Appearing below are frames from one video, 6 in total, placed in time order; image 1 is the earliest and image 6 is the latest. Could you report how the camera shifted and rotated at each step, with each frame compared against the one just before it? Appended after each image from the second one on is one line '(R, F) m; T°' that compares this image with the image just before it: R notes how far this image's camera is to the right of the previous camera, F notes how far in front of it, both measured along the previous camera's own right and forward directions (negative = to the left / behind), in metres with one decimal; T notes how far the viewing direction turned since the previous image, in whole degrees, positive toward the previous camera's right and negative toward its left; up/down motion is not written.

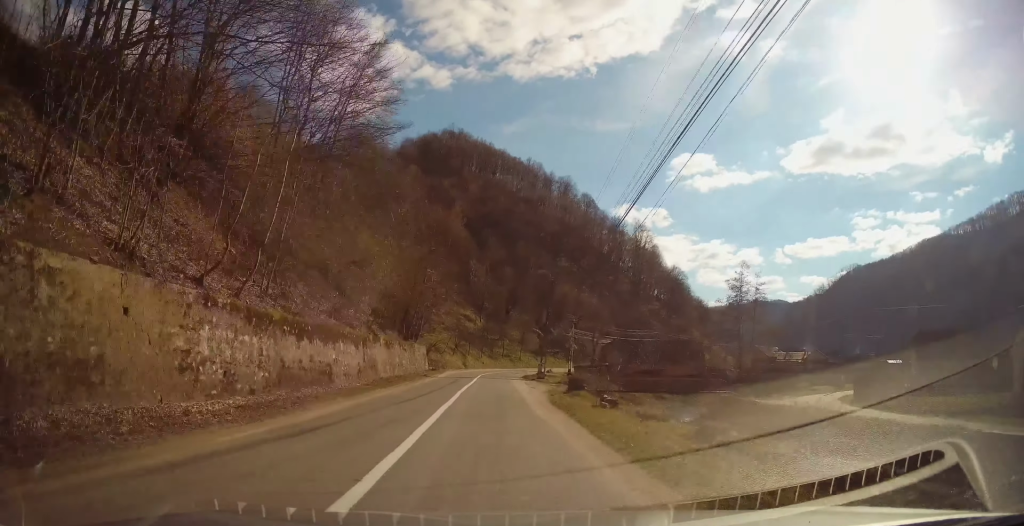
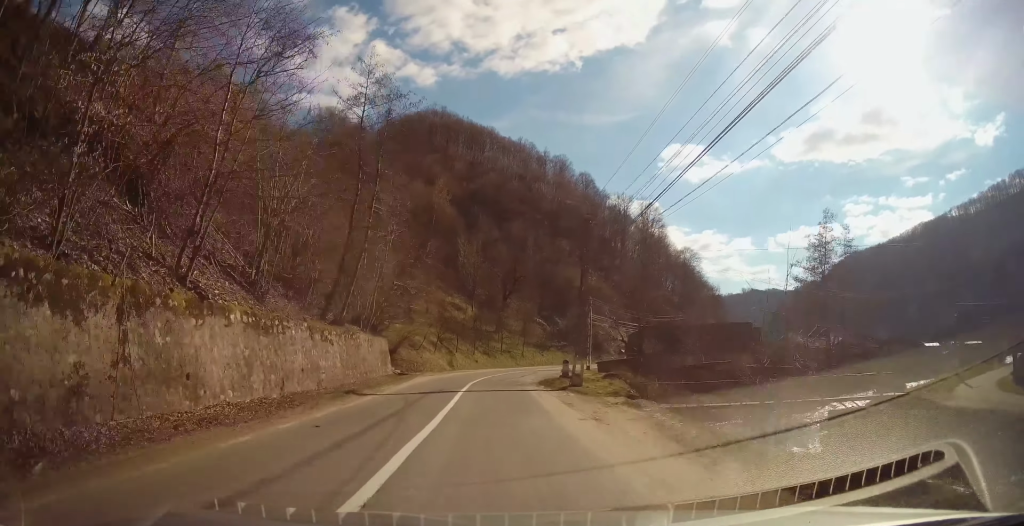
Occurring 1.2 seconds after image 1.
(-0.2, +17.5) m; +1°
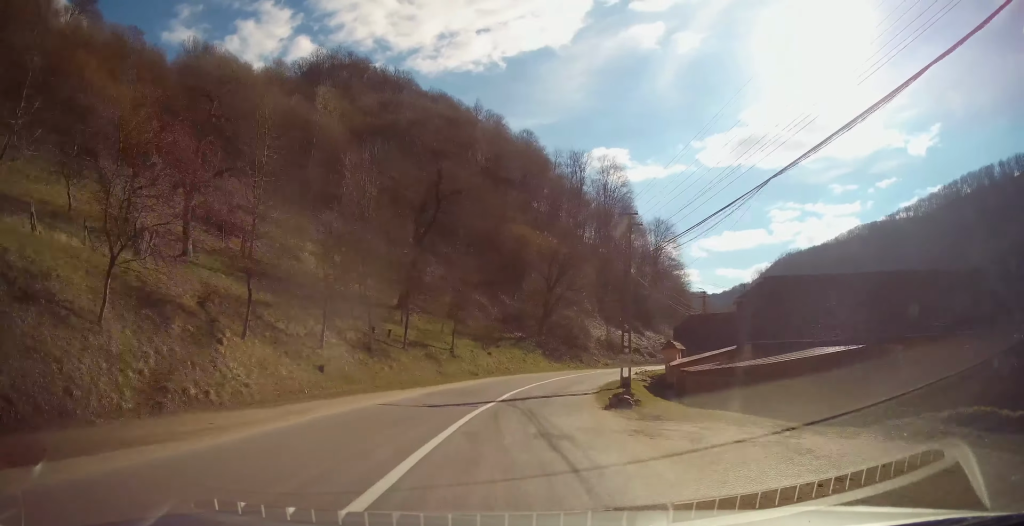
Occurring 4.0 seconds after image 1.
(+3.1, +38.4) m; +13°
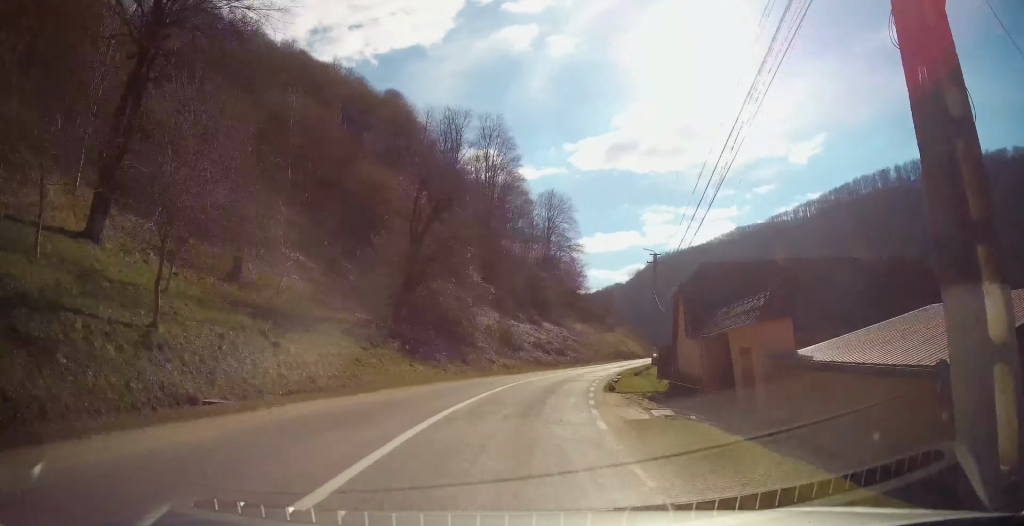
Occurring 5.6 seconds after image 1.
(+2.7, +22.8) m; +14°
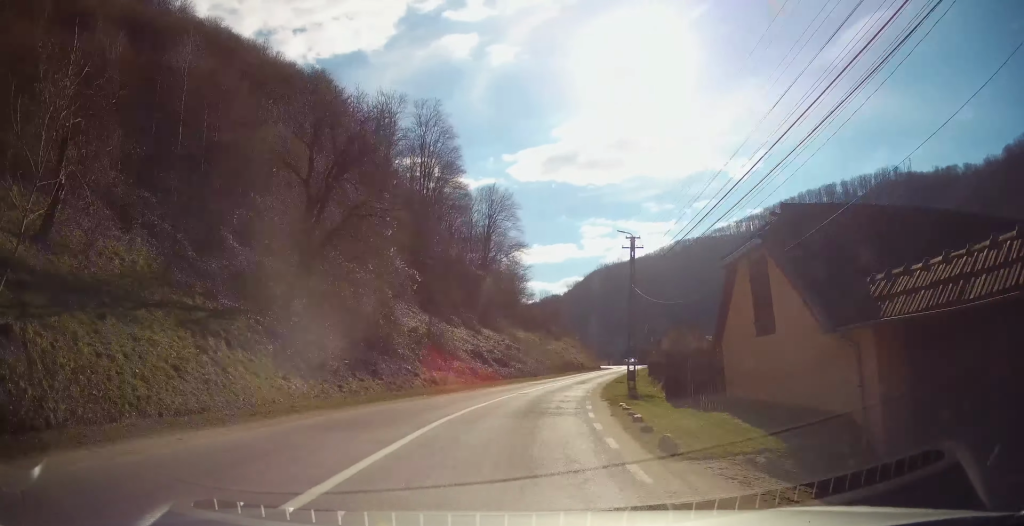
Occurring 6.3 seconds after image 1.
(+0.4, +9.7) m; +6°
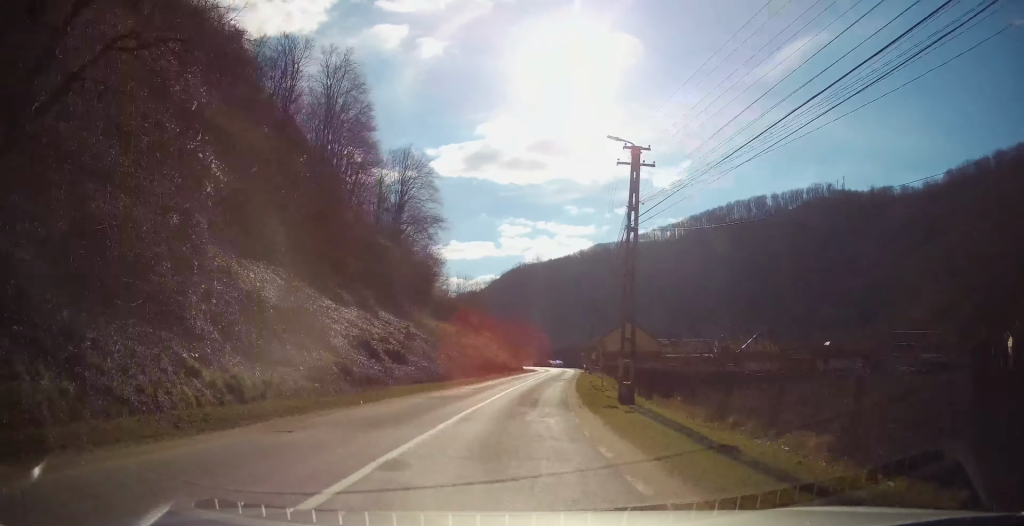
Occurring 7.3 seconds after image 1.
(+1.2, +14.6) m; +7°
